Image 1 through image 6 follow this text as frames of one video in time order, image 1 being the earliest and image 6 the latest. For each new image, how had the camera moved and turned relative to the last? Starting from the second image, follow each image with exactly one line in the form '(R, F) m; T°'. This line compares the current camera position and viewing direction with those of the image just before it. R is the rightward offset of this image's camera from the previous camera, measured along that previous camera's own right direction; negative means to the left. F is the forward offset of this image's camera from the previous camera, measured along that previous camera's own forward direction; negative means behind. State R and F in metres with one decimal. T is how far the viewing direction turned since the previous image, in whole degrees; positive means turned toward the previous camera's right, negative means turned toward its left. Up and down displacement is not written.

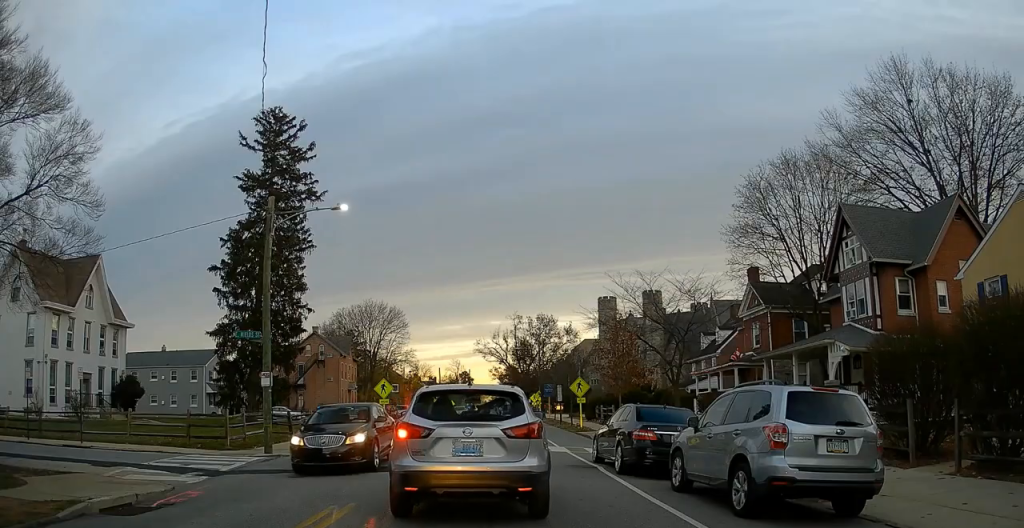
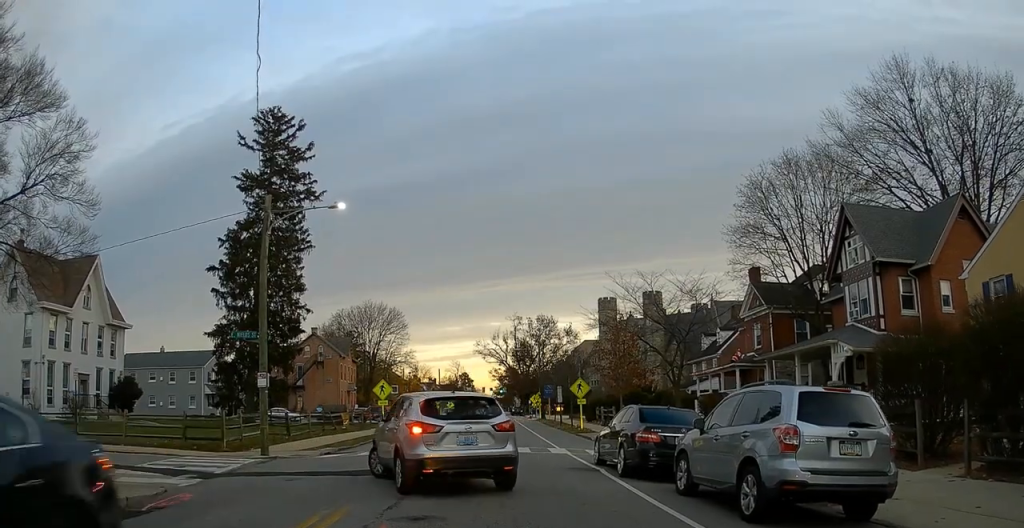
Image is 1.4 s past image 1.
(0.0, +1.6) m; 0°
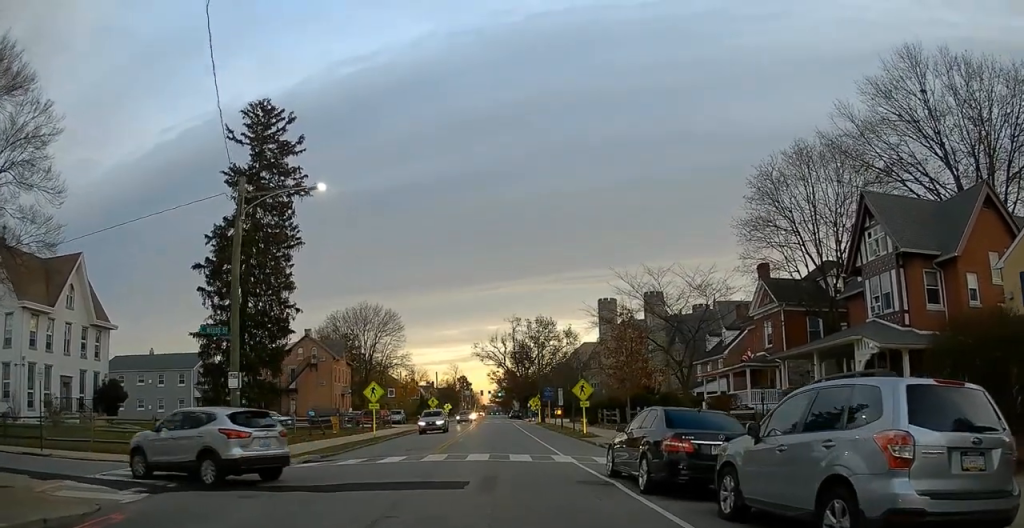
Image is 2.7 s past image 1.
(0.0, +1.6) m; 0°
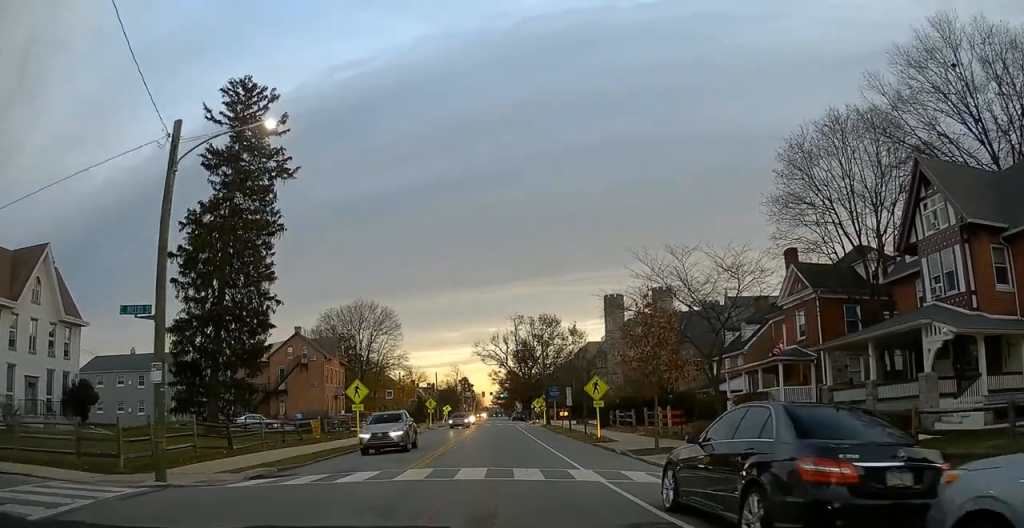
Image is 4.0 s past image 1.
(+0.1, +2.6) m; +5°
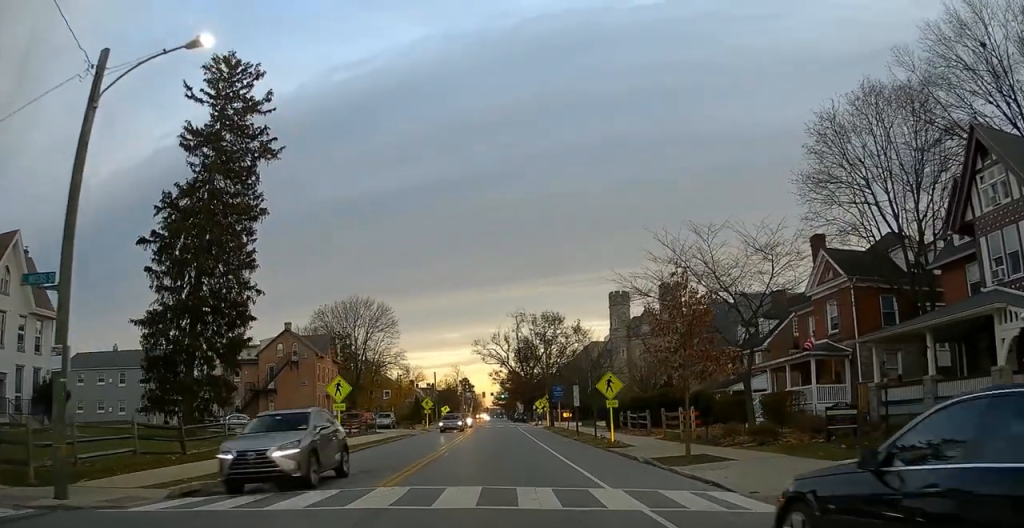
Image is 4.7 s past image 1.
(+0.1, +2.0) m; 0°
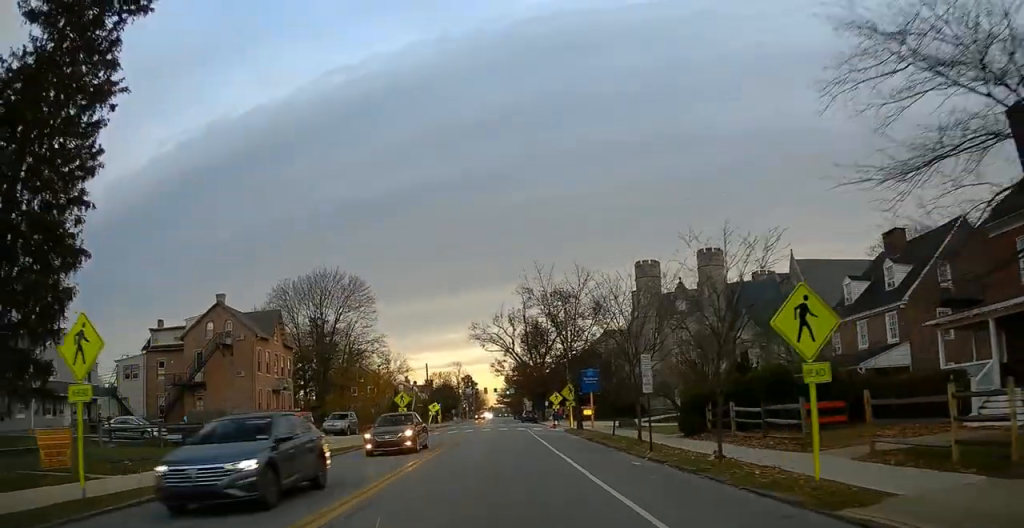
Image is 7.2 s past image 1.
(-0.3, +15.1) m; -1°
